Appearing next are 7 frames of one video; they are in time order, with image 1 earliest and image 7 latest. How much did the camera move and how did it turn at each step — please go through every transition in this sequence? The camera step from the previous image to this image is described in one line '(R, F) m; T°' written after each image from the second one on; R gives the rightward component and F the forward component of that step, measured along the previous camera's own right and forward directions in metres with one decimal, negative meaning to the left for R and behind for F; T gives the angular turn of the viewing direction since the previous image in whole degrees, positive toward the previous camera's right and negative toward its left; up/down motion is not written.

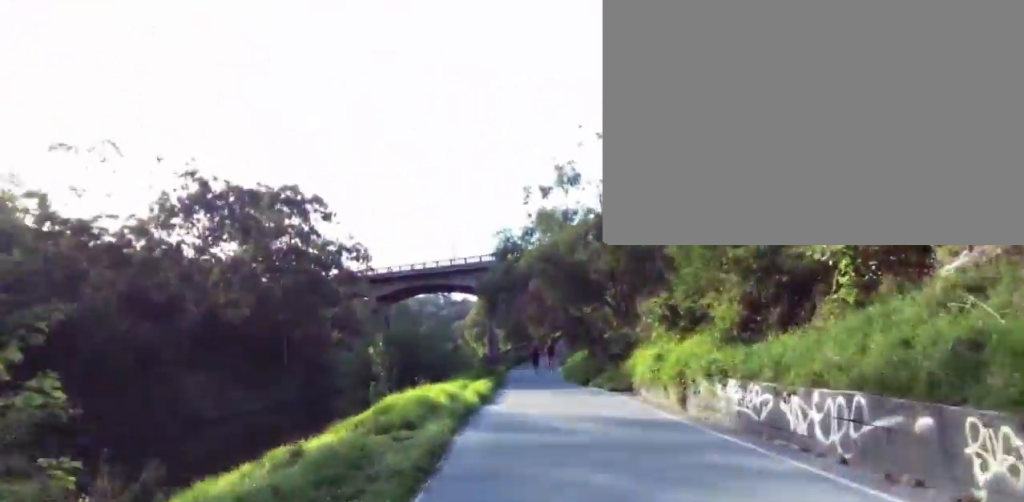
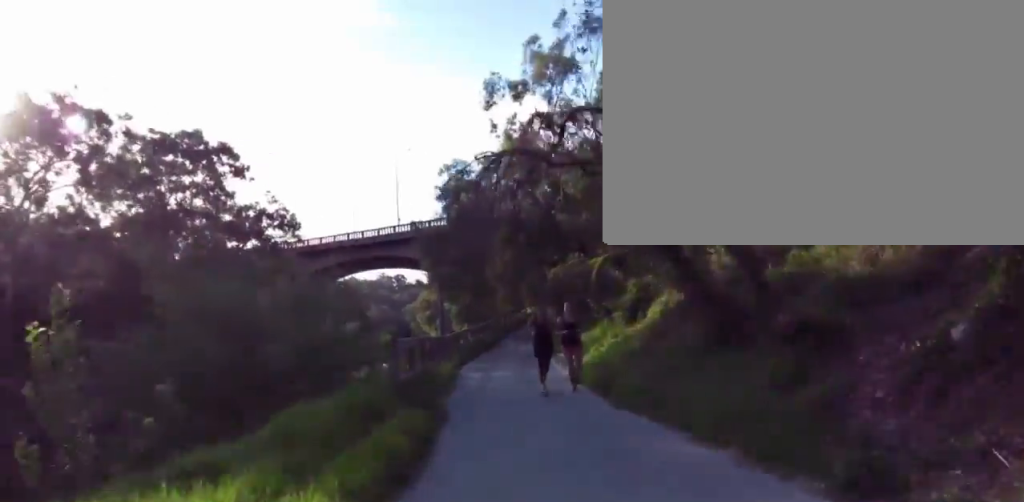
(+1.6, +16.3) m; +15°
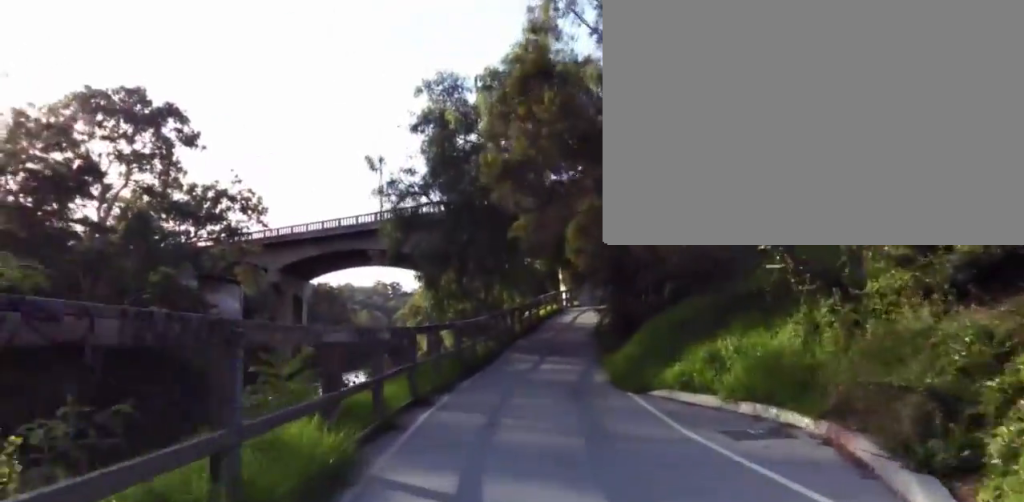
(-0.3, +14.0) m; -10°
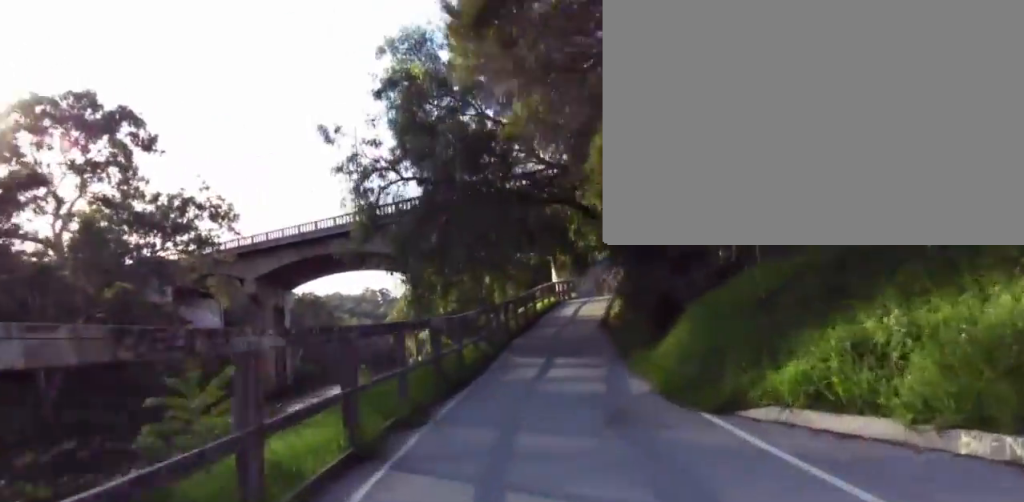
(-0.4, +3.7) m; -4°
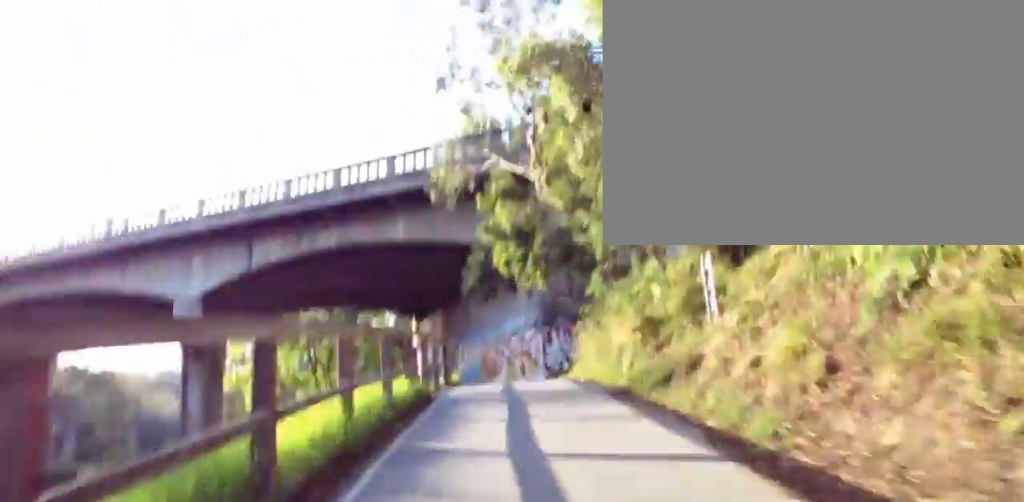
(+3.1, +19.9) m; +17°
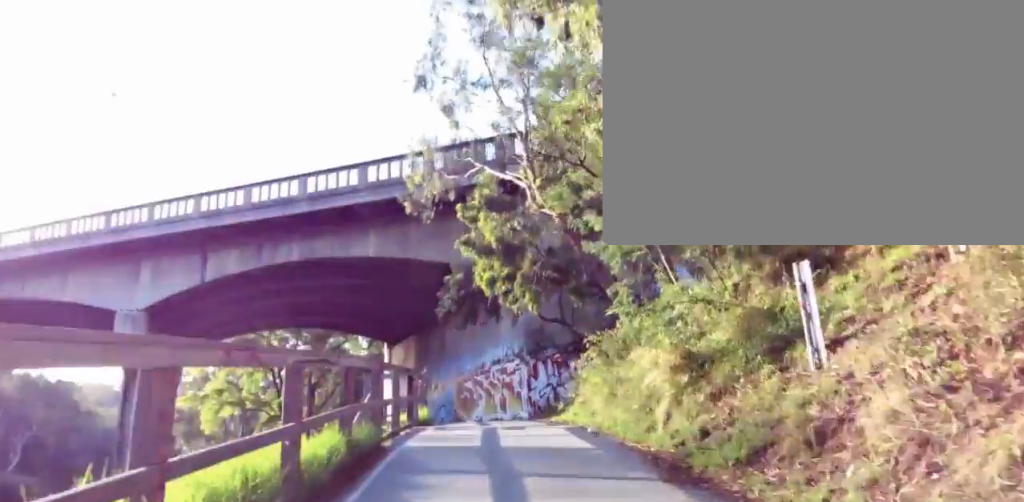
(-0.4, +2.9) m; +1°
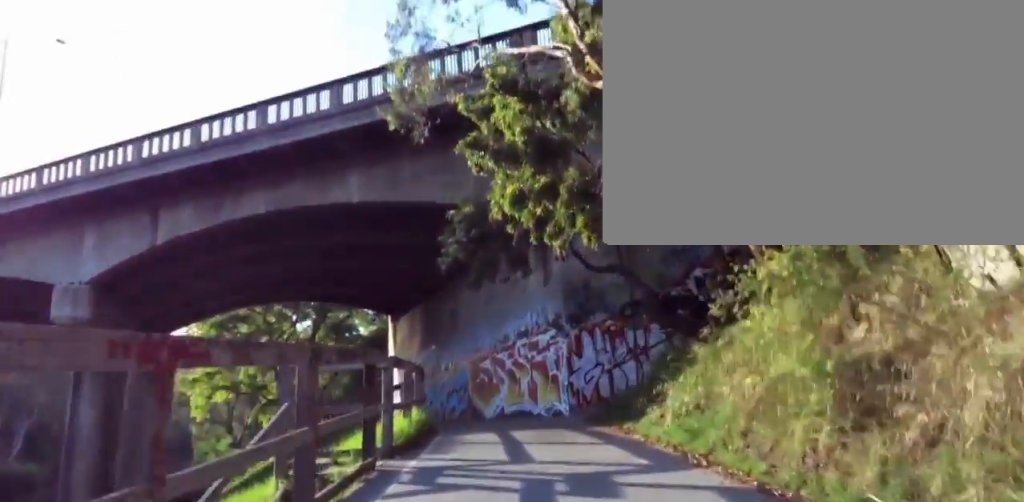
(+0.3, +6.4) m; +7°
